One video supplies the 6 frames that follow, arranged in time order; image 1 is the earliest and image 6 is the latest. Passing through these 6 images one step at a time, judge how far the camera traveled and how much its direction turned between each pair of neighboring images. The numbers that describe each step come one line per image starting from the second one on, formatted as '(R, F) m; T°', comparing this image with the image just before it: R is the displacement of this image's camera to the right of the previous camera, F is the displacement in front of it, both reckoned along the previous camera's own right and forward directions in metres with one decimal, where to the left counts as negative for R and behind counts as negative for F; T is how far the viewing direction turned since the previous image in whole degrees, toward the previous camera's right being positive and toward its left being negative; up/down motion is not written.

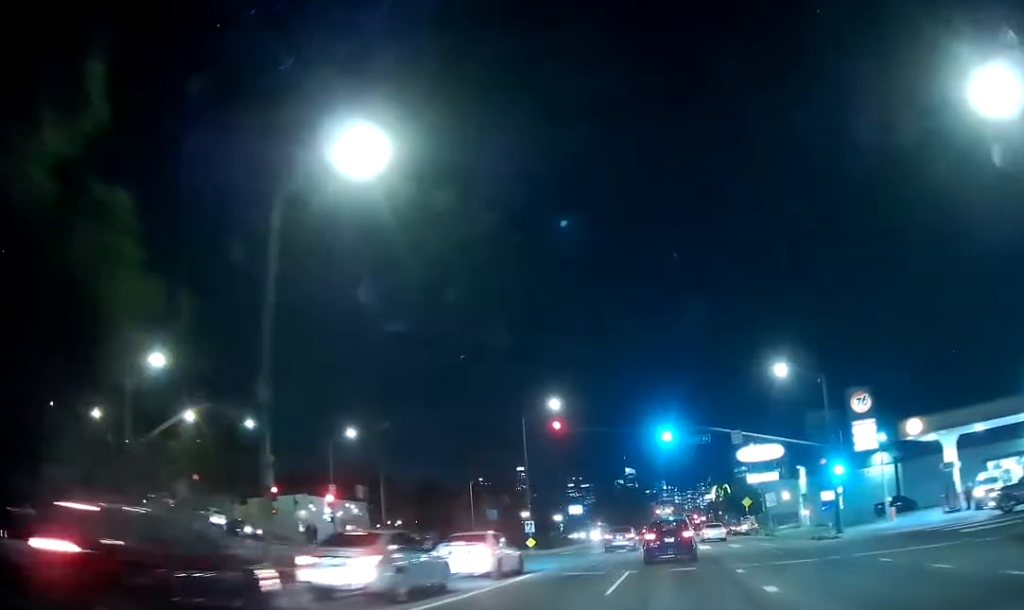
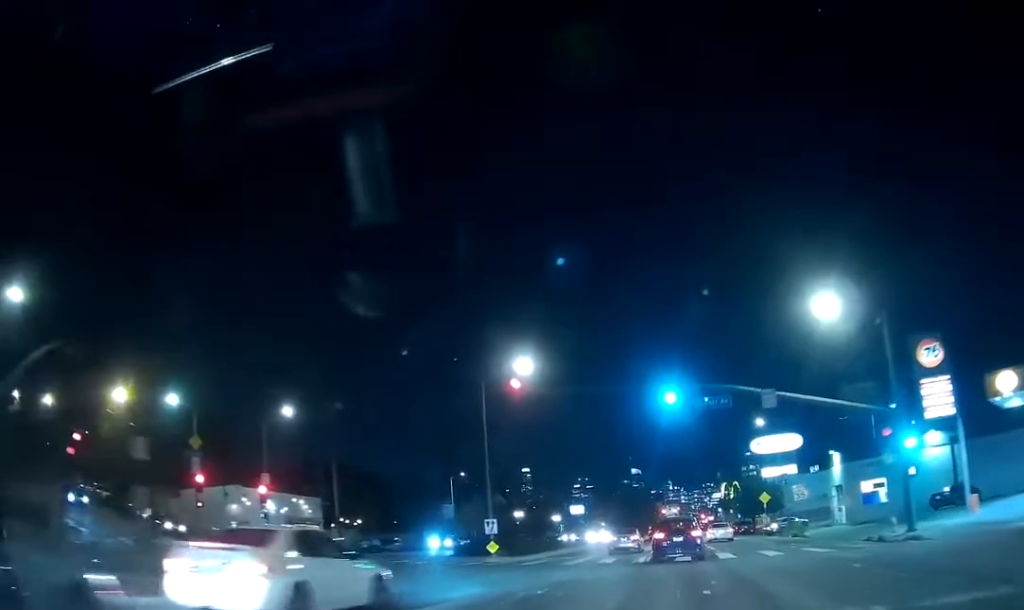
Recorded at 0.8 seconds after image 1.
(+0.1, +12.6) m; +2°
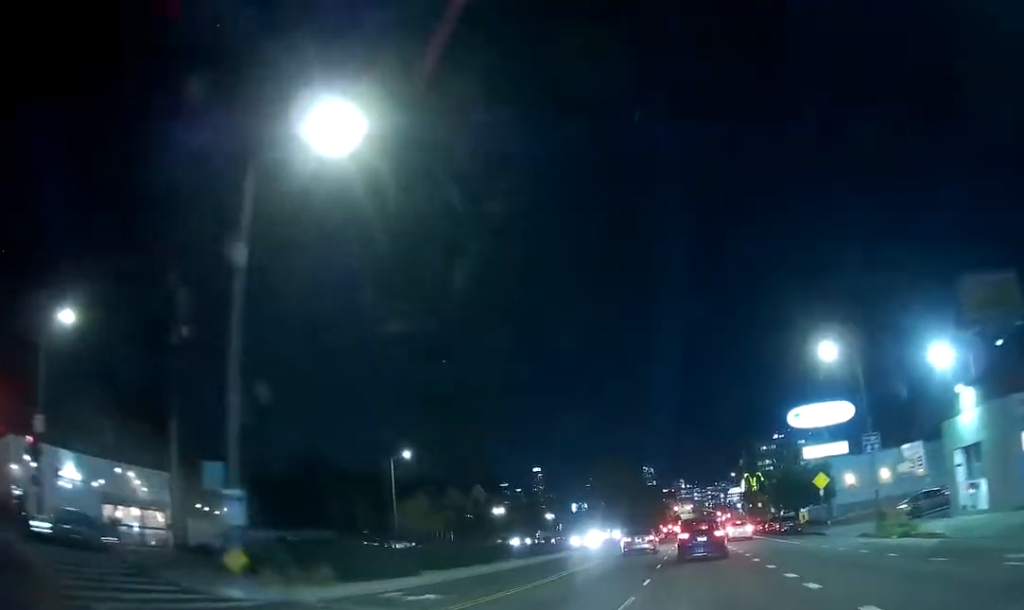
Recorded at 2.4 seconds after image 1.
(0.0, +25.3) m; -2°
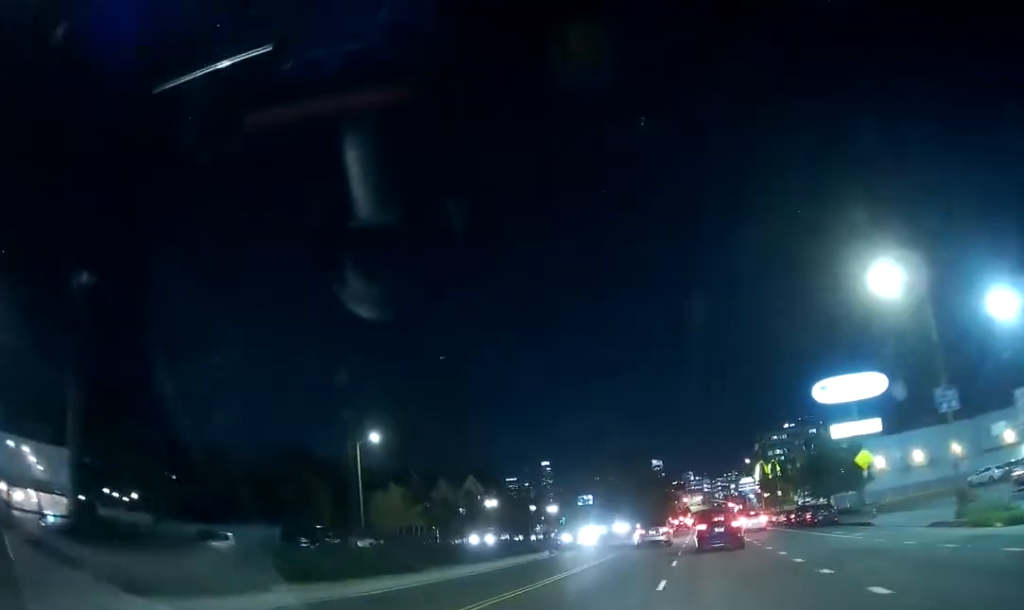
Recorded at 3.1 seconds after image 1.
(-0.1, +10.1) m; 0°
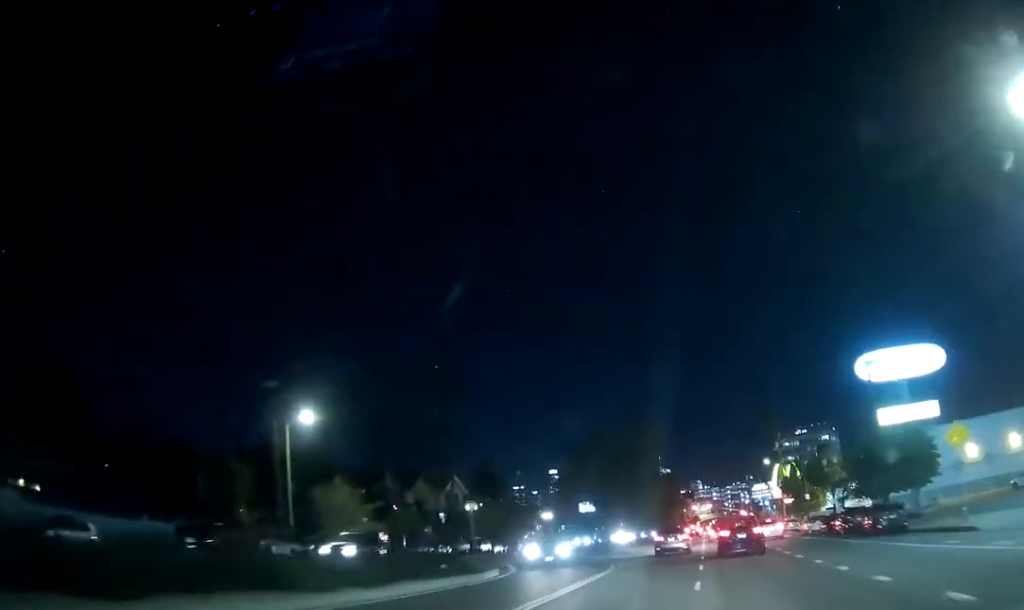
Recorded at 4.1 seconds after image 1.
(0.0, +14.3) m; 0°
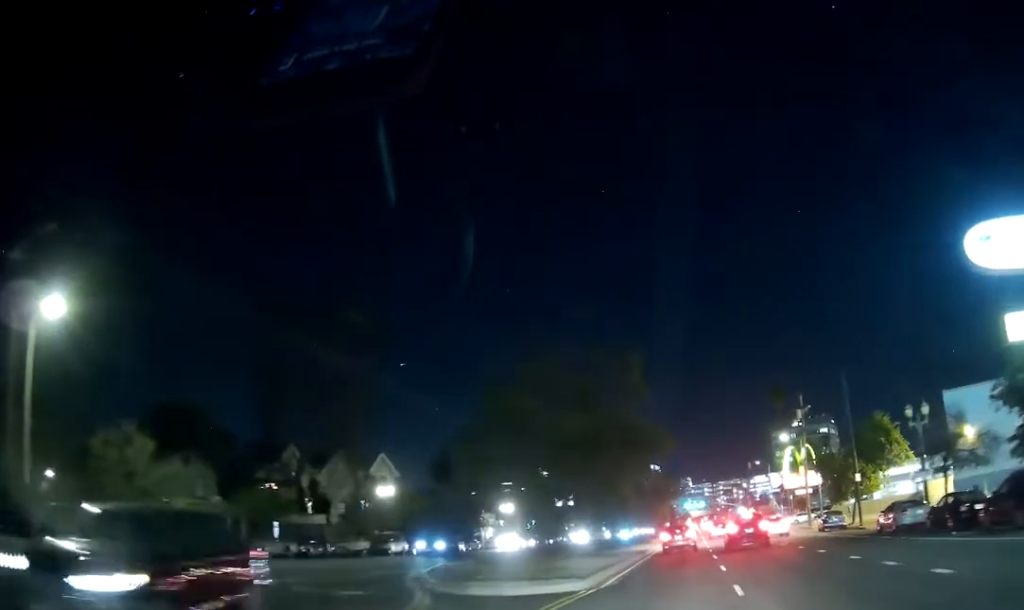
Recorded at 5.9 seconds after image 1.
(0.0, +25.6) m; 0°
